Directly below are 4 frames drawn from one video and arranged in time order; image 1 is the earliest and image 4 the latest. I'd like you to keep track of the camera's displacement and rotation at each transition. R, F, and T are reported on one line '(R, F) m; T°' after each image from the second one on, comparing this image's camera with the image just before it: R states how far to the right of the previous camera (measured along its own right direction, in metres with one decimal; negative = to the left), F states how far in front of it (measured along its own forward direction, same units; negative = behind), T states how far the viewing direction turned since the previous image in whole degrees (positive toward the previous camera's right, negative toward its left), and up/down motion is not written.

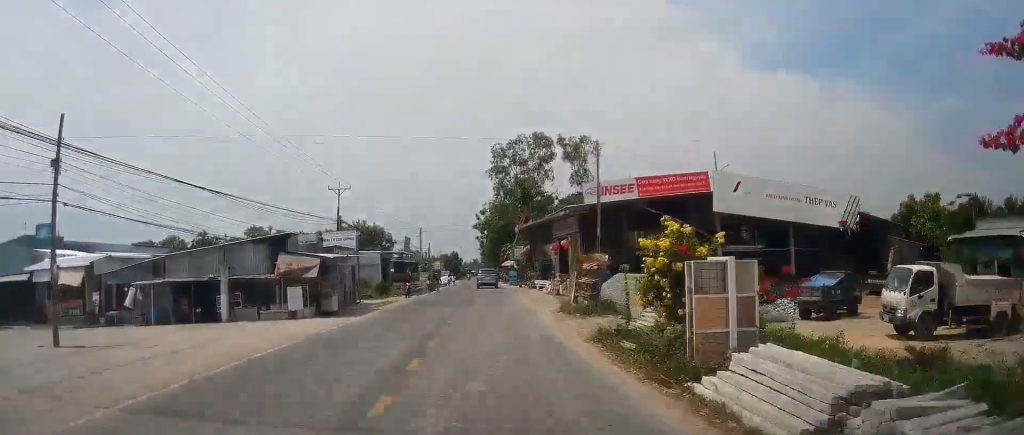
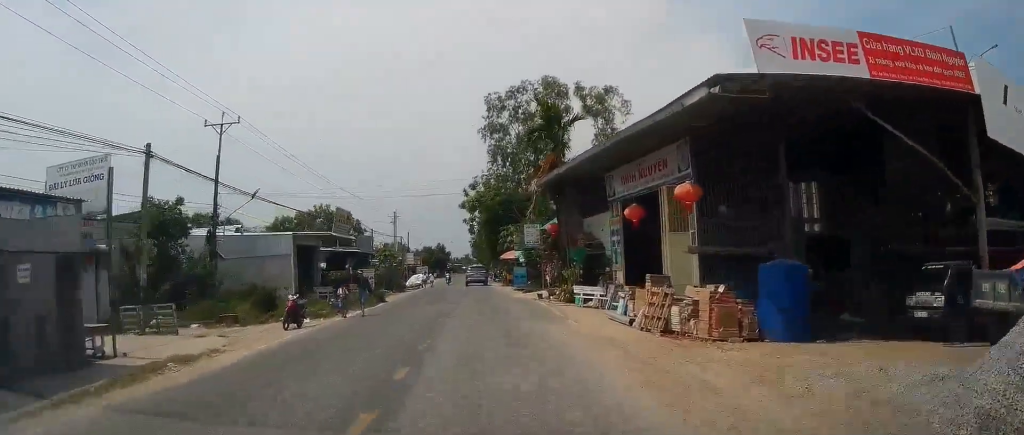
(+0.1, +25.5) m; -1°
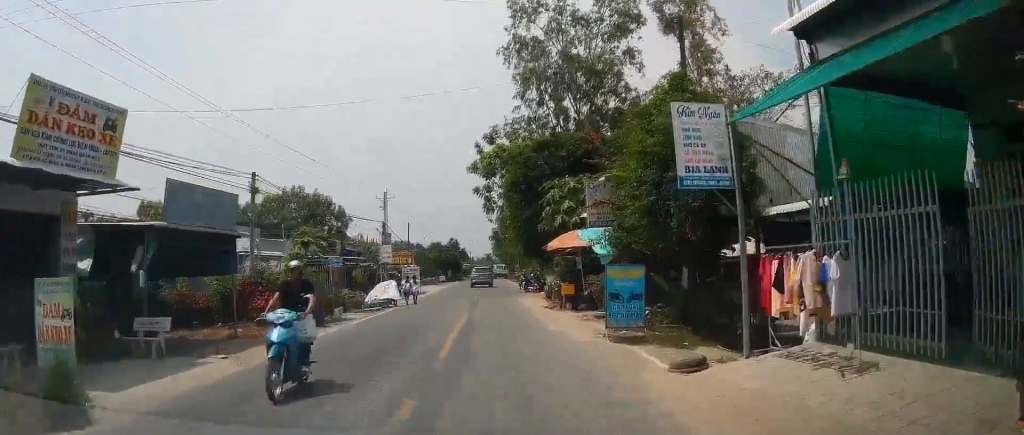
(-0.1, +26.3) m; 0°
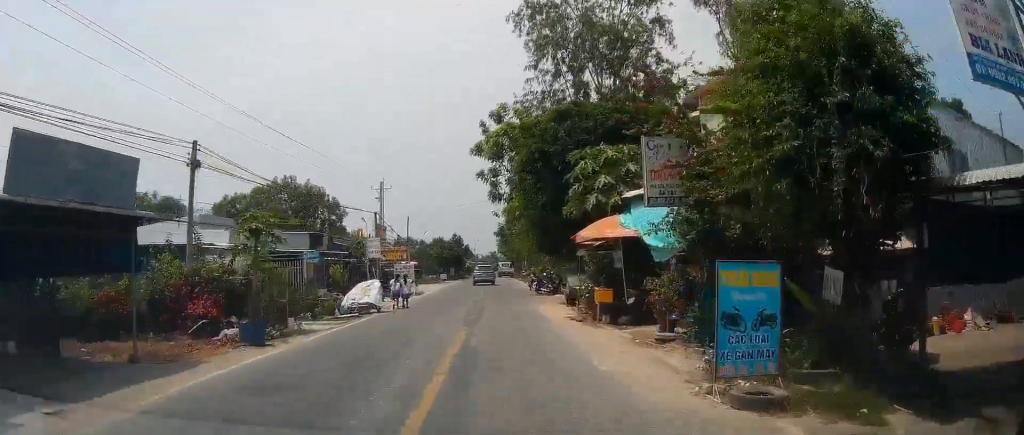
(+0.2, +6.2) m; 0°
